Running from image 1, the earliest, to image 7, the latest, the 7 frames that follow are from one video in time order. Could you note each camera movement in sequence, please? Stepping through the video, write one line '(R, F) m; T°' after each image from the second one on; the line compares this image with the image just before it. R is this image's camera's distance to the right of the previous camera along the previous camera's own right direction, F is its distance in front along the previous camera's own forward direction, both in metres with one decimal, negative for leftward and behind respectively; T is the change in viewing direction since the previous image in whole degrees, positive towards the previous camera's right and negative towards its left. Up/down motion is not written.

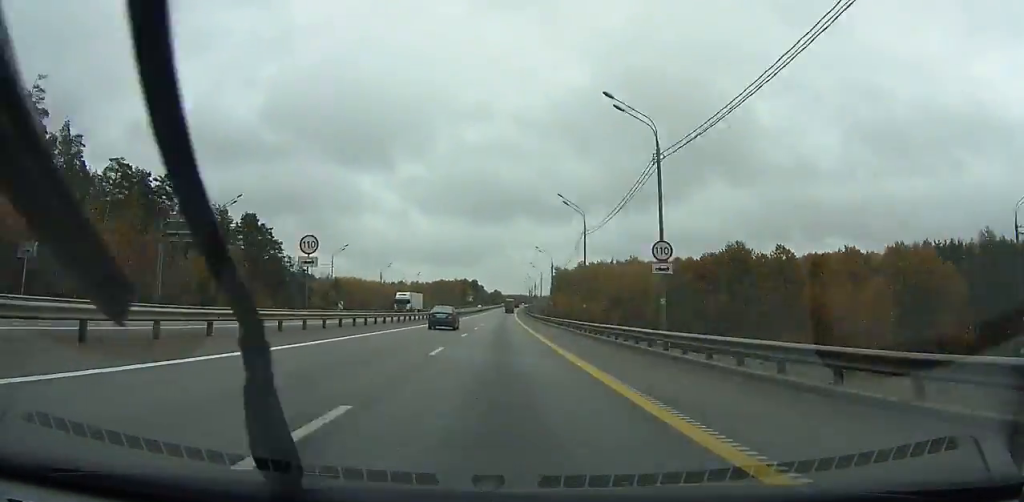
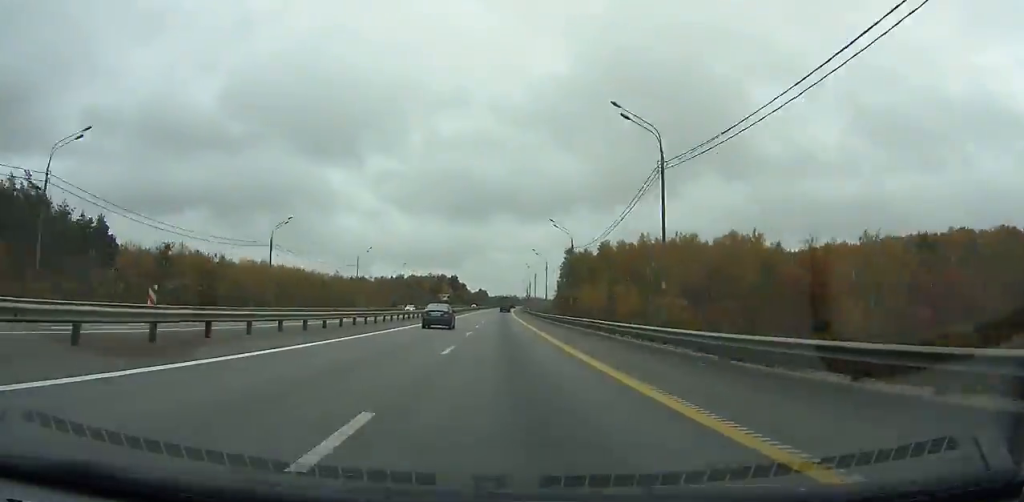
(+0.7, +94.0) m; +1°
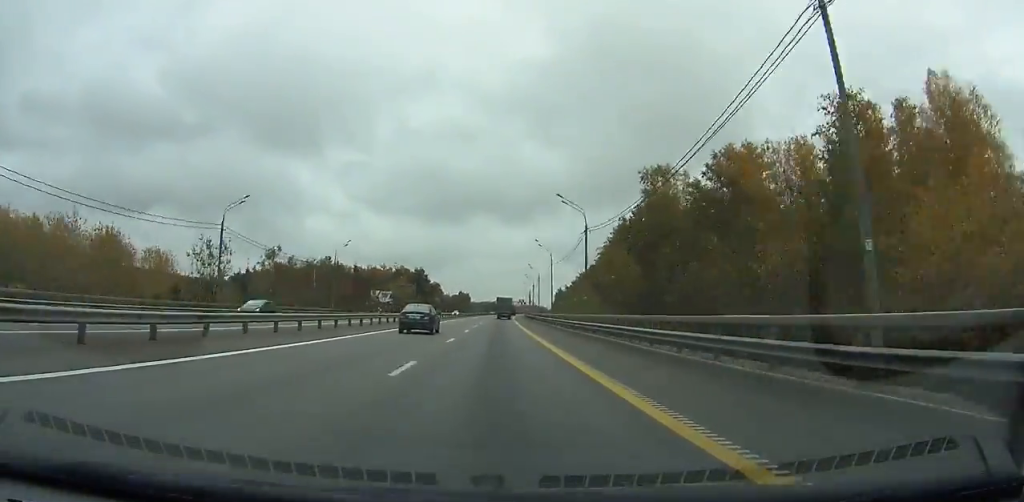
(+1.7, +119.9) m; +2°
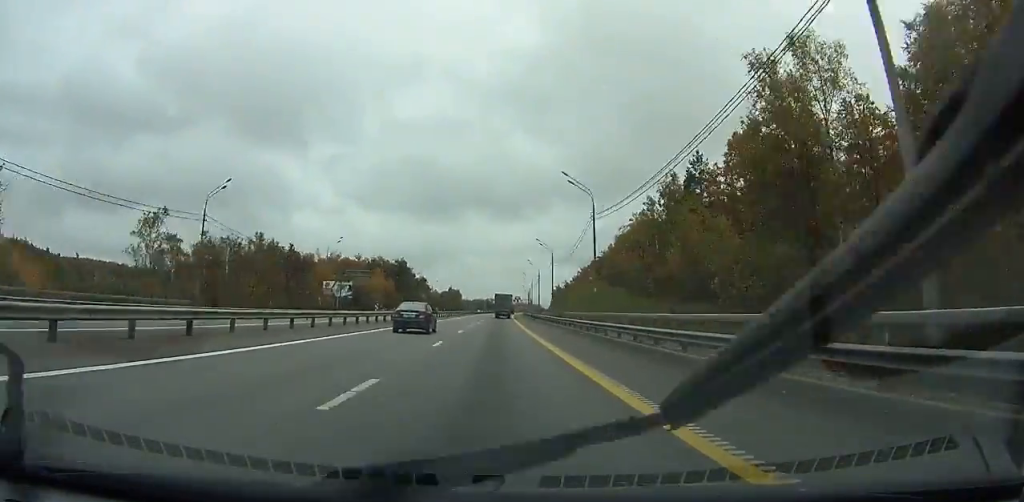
(+0.1, +37.7) m; 0°
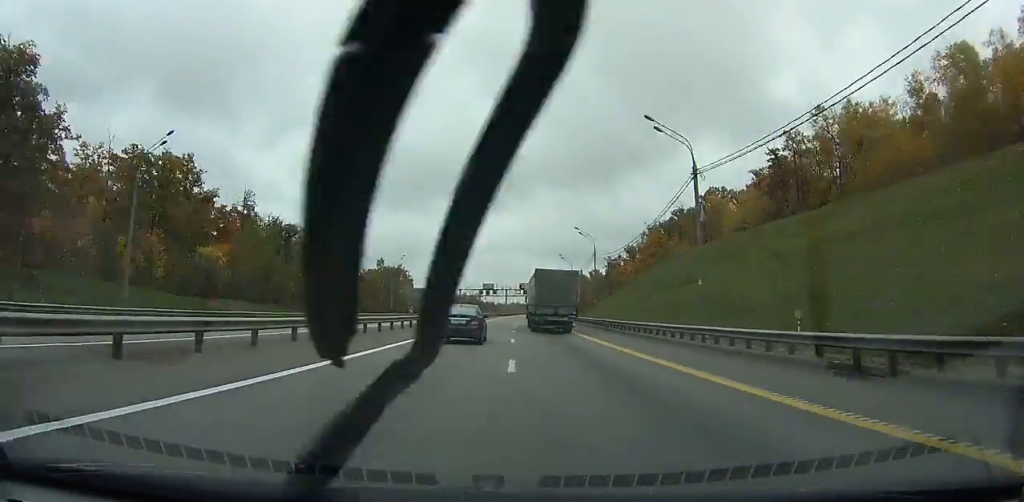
(+4.1, +195.9) m; +2°
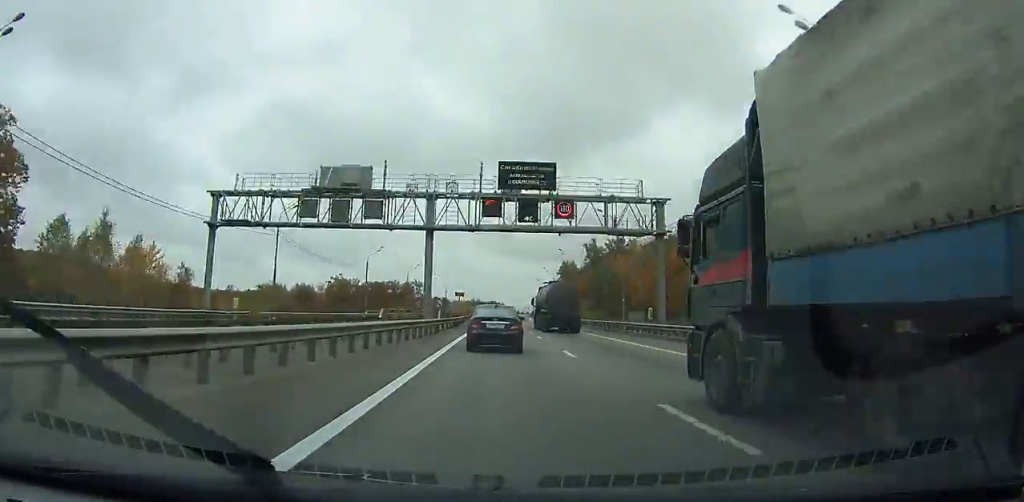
(+0.4, +163.0) m; +2°
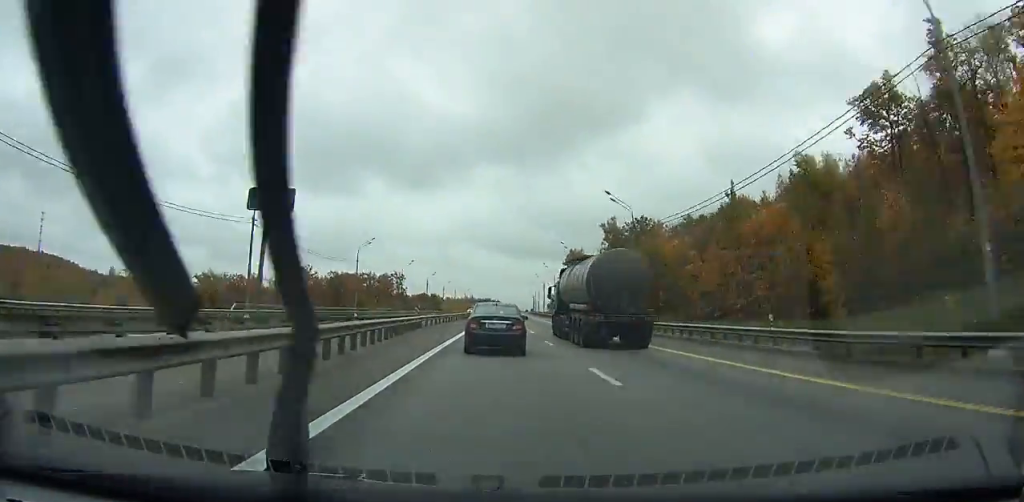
(+0.9, +40.9) m; +1°
